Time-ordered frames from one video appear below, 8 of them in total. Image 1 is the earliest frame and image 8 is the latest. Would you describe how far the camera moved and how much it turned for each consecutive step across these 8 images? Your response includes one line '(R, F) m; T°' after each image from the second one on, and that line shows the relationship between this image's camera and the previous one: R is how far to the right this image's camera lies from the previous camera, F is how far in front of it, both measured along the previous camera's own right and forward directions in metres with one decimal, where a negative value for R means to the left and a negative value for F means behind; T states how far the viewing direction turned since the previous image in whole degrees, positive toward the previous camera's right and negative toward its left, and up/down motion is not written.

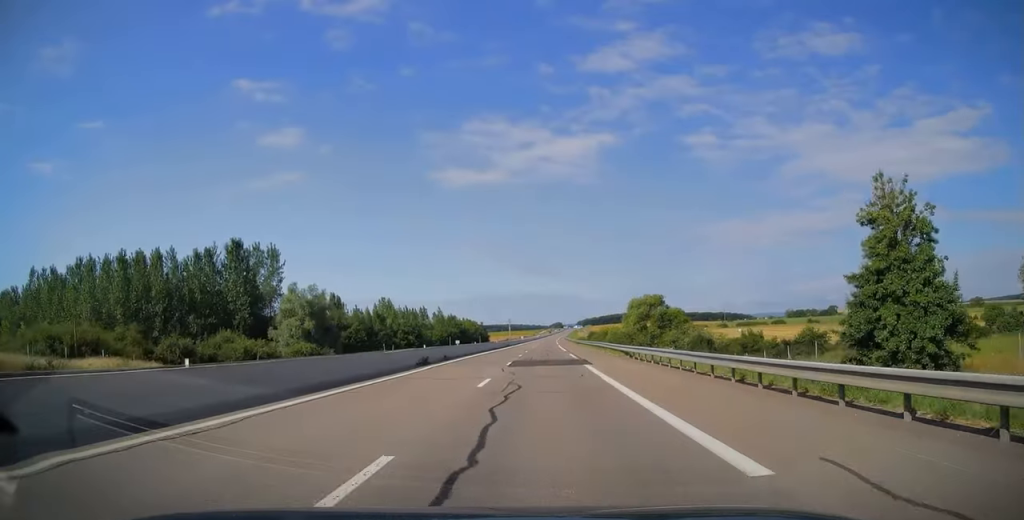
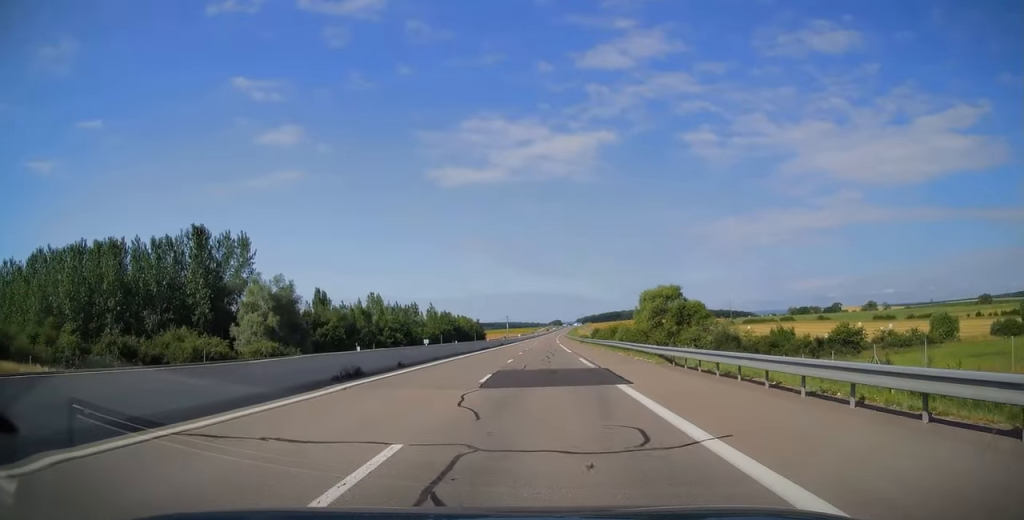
(0.0, +12.3) m; 0°
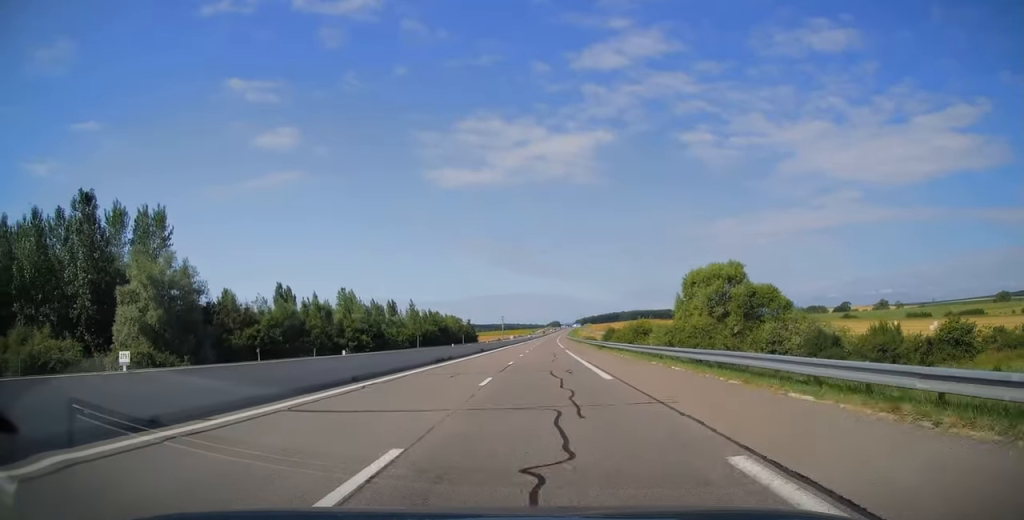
(0.0, +26.0) m; 0°
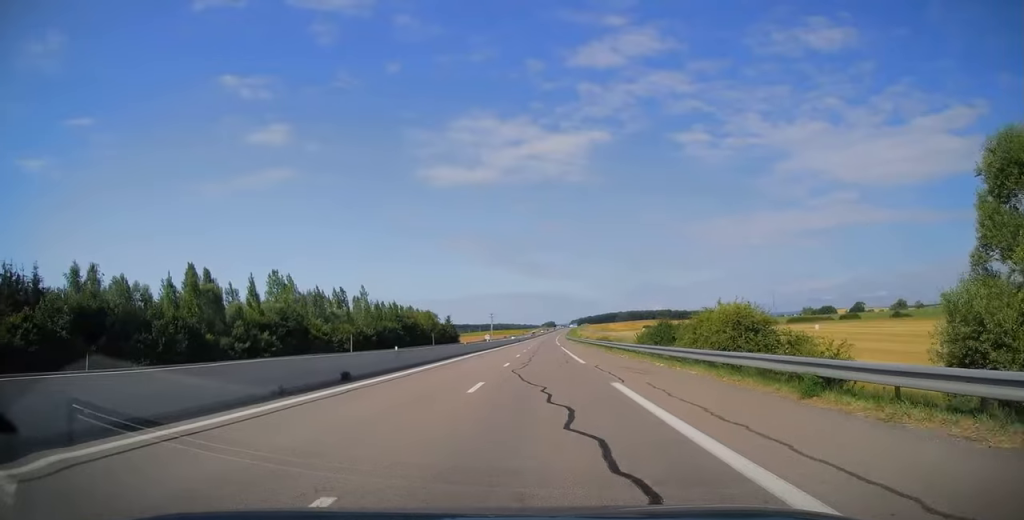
(0.0, +40.7) m; 0°
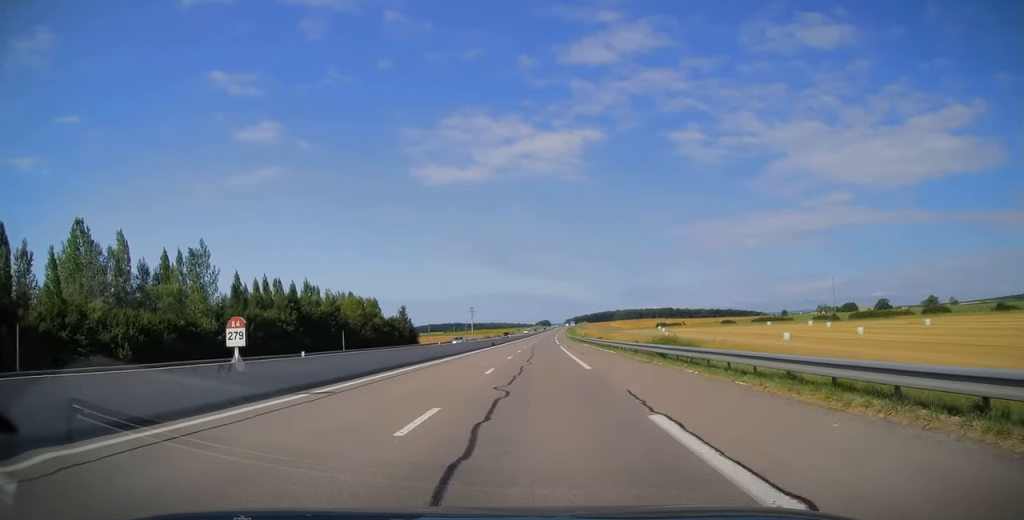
(+0.1, +57.9) m; 0°
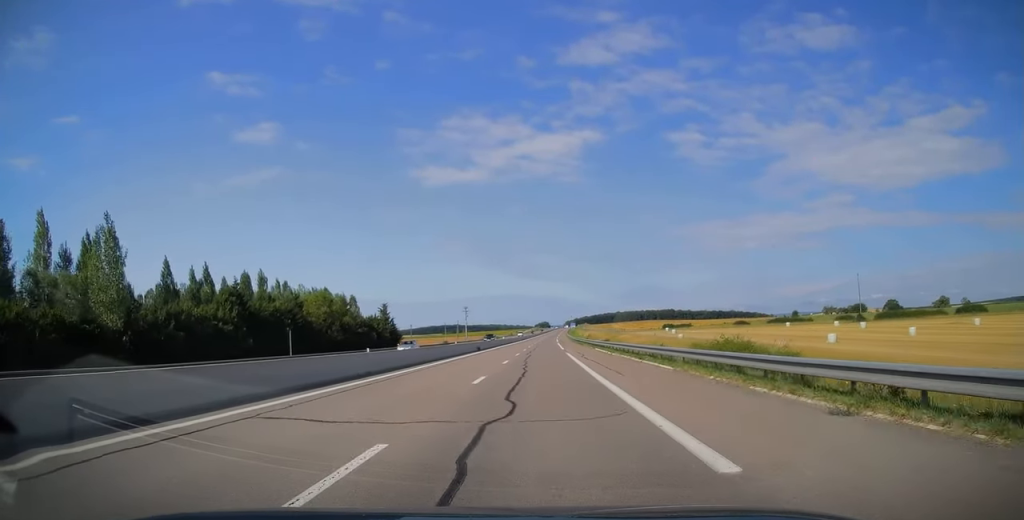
(0.0, +16.7) m; 0°
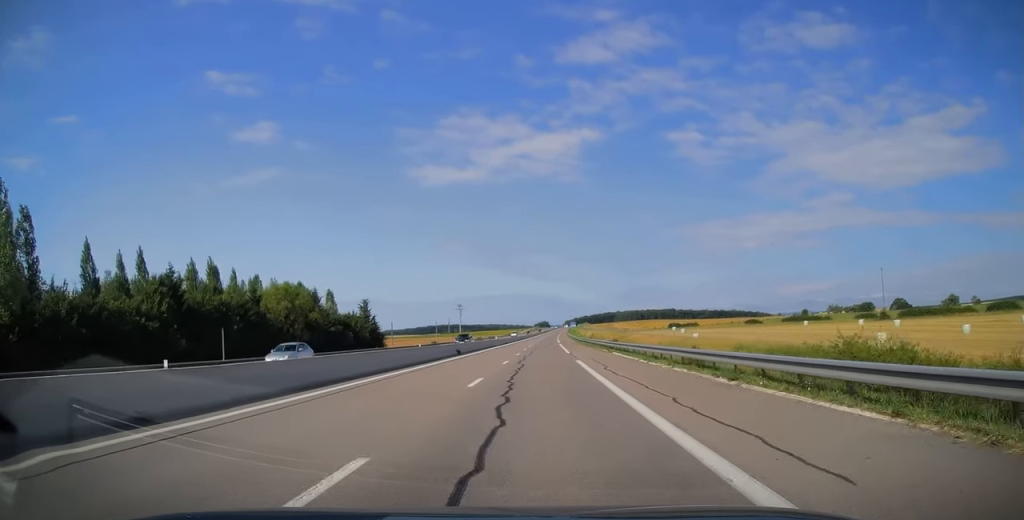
(0.0, +13.8) m; 0°
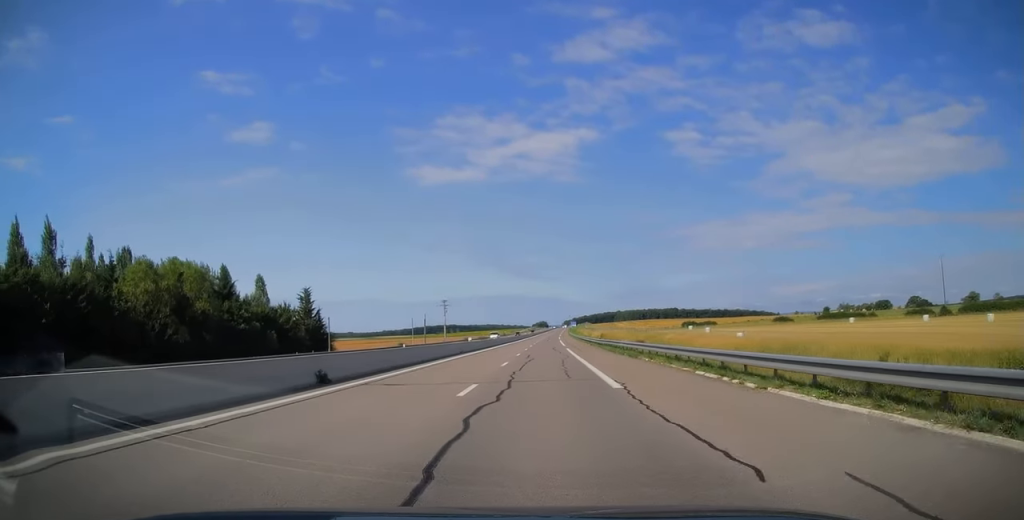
(+0.1, +28.4) m; +1°
